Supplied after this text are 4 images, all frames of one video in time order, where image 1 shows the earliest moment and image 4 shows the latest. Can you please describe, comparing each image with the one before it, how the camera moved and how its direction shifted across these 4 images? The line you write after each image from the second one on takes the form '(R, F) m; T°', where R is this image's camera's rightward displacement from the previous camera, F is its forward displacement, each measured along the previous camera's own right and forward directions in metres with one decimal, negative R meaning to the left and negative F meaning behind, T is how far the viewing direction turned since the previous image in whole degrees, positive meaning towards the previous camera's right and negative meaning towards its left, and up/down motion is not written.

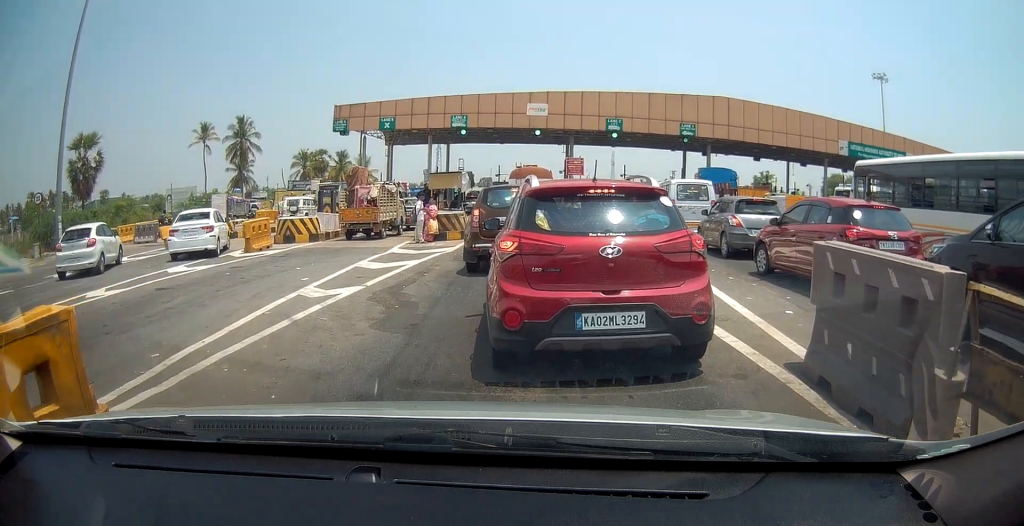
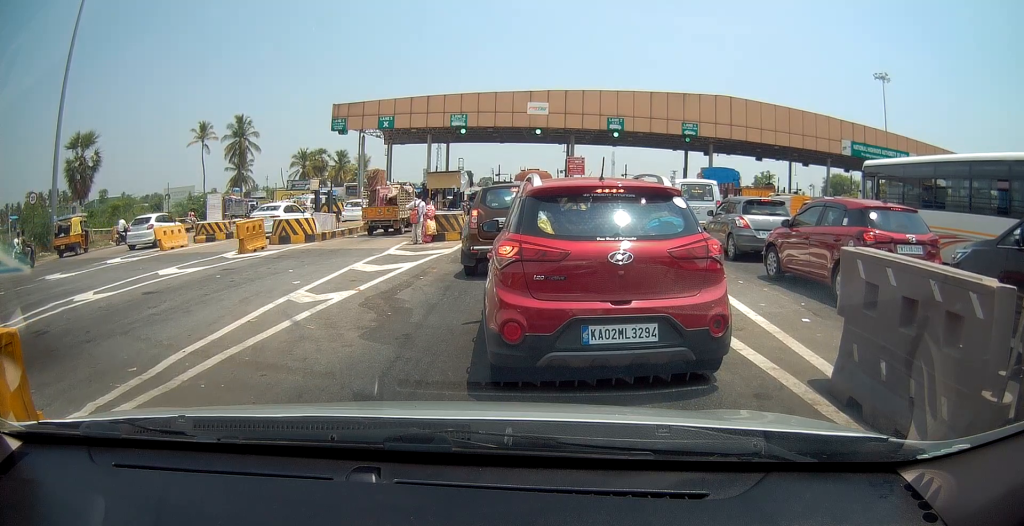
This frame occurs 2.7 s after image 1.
(-0.1, +1.0) m; 0°
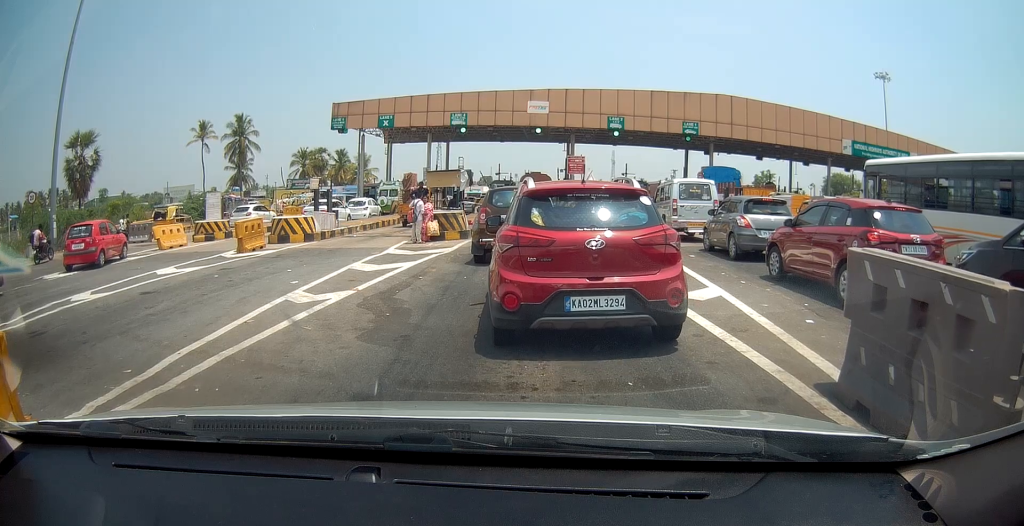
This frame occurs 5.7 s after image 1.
(0.0, 0.0) m; 0°
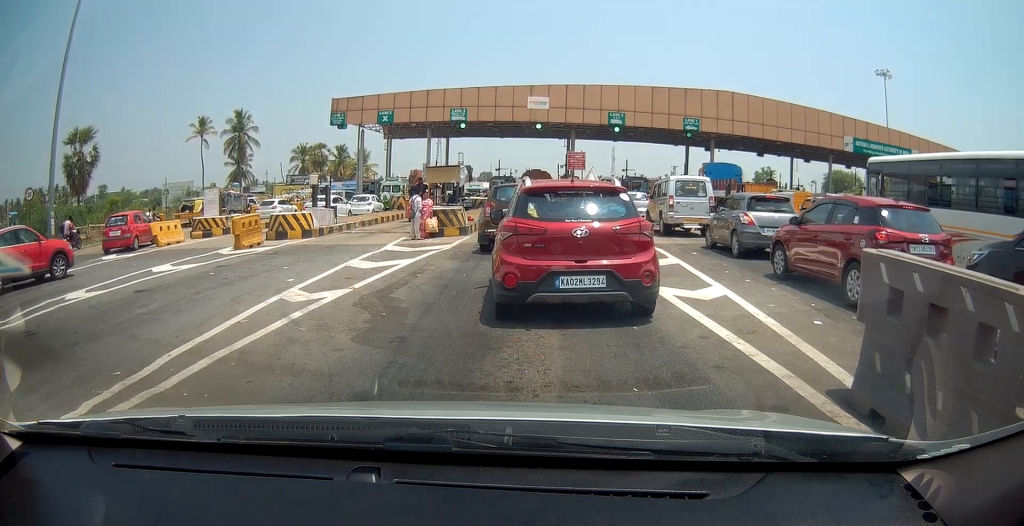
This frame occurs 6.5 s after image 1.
(+0.2, +0.1) m; 0°
